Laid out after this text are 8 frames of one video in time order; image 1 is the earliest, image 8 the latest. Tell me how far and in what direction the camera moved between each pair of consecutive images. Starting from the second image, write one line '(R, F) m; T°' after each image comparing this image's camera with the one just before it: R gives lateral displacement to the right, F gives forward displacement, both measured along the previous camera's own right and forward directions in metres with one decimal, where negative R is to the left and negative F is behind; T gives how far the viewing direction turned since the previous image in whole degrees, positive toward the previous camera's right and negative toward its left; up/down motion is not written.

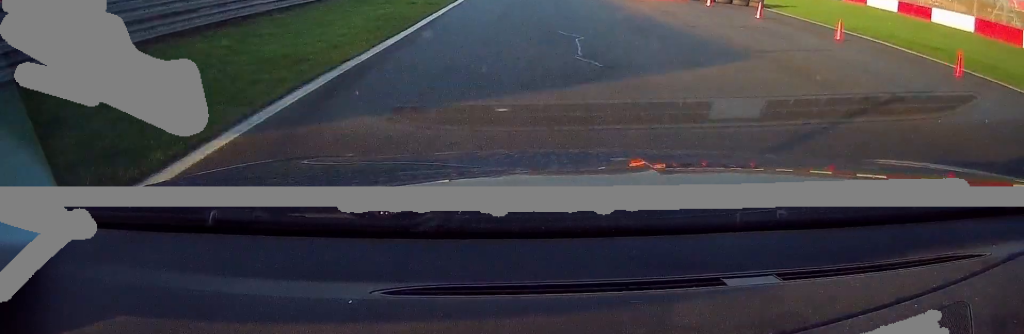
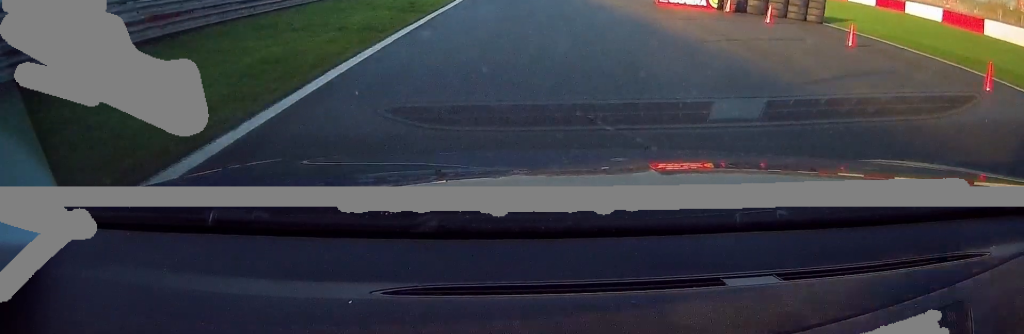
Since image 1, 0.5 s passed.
(0.0, +6.8) m; 0°
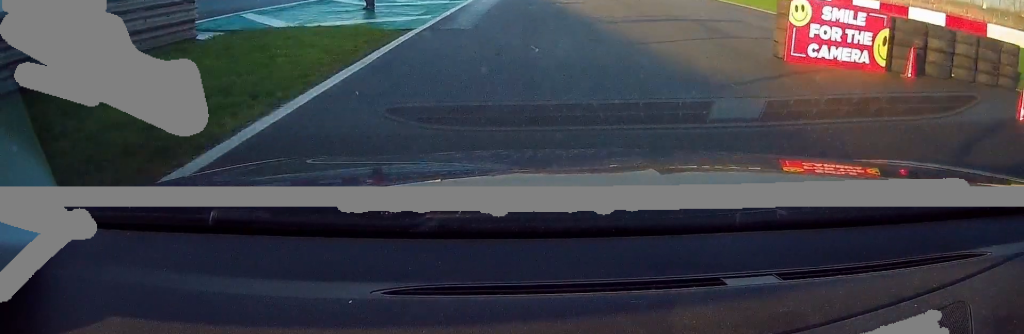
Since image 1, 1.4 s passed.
(-0.1, +11.1) m; 0°
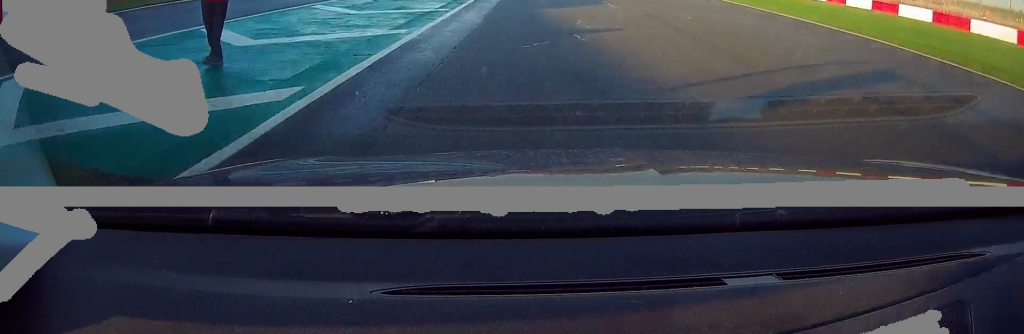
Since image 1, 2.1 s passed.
(-0.1, +9.1) m; 0°
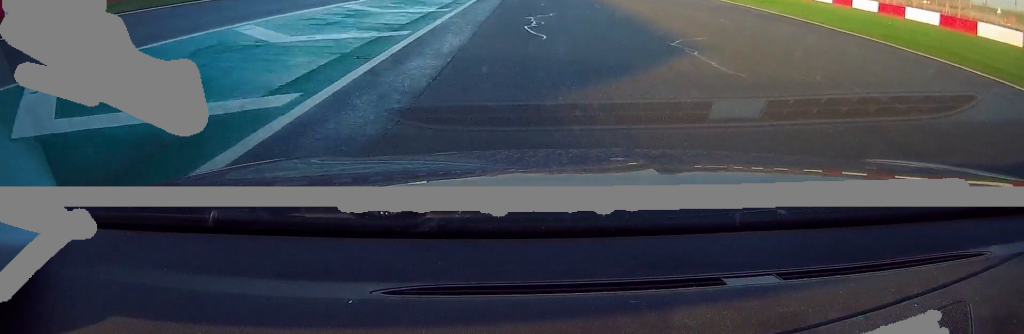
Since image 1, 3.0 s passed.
(+0.2, +11.5) m; 0°
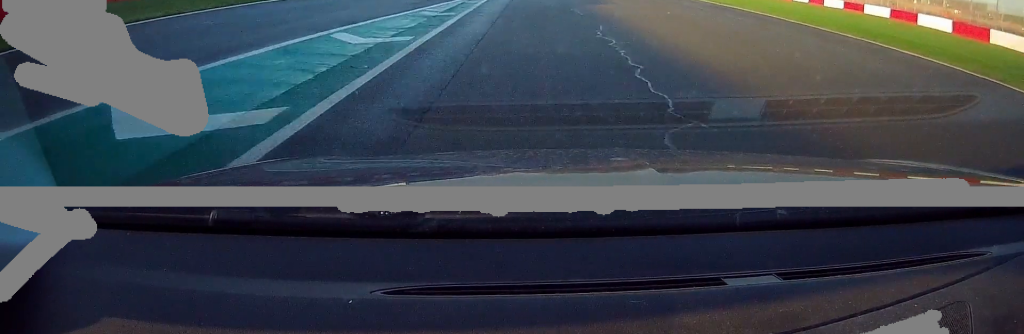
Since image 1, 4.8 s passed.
(-0.3, +22.9) m; -1°
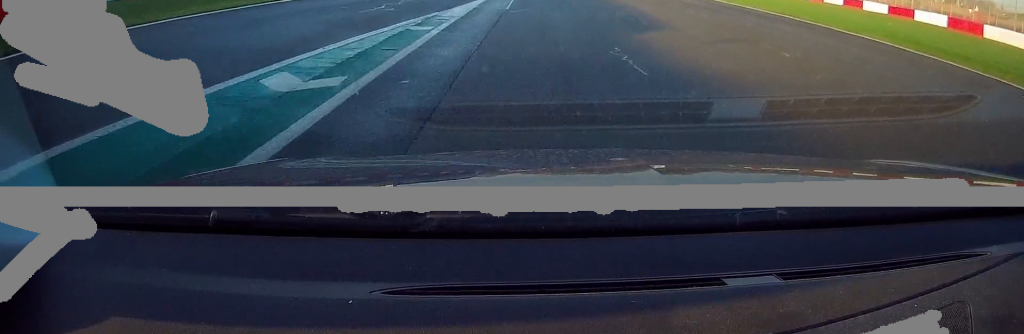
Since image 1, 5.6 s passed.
(0.0, +9.8) m; 0°
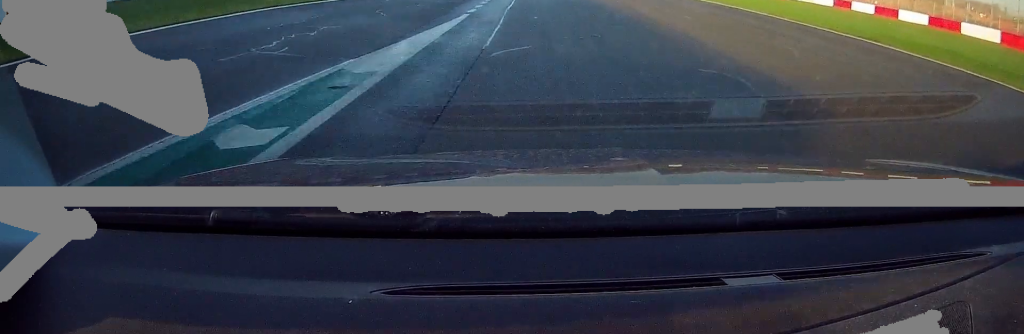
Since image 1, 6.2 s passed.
(0.0, +7.7) m; 0°
